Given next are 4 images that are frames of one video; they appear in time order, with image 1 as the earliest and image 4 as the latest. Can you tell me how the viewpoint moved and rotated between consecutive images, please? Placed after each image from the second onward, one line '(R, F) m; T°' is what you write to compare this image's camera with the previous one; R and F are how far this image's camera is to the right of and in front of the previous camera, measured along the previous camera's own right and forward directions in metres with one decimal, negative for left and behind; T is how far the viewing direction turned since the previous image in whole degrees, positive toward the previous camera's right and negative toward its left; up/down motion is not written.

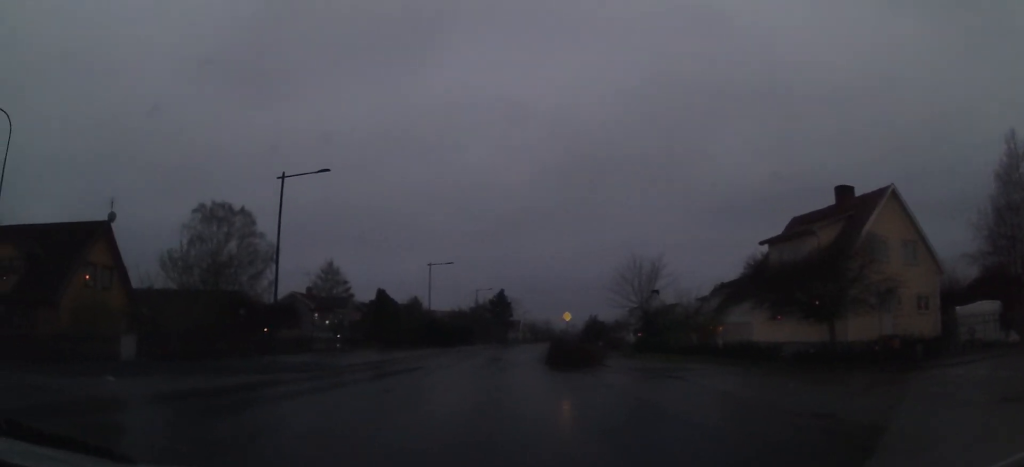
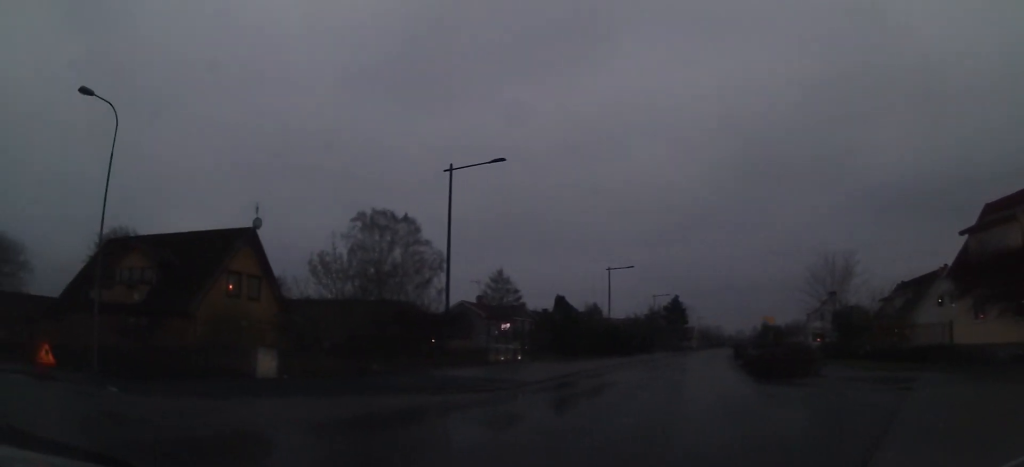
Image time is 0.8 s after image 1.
(-0.3, +3.5) m; -9°
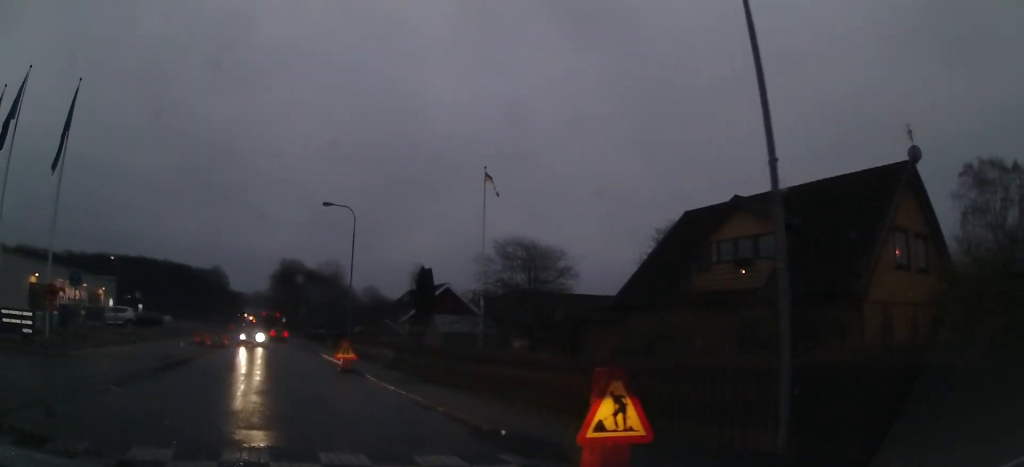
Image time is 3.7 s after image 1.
(-2.1, +10.8) m; -22°
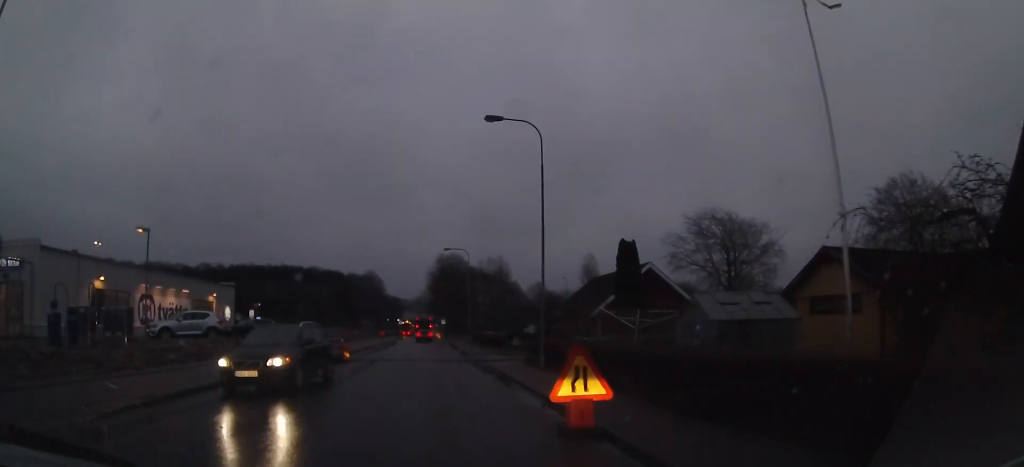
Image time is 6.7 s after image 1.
(-5.5, +10.9) m; -49°
